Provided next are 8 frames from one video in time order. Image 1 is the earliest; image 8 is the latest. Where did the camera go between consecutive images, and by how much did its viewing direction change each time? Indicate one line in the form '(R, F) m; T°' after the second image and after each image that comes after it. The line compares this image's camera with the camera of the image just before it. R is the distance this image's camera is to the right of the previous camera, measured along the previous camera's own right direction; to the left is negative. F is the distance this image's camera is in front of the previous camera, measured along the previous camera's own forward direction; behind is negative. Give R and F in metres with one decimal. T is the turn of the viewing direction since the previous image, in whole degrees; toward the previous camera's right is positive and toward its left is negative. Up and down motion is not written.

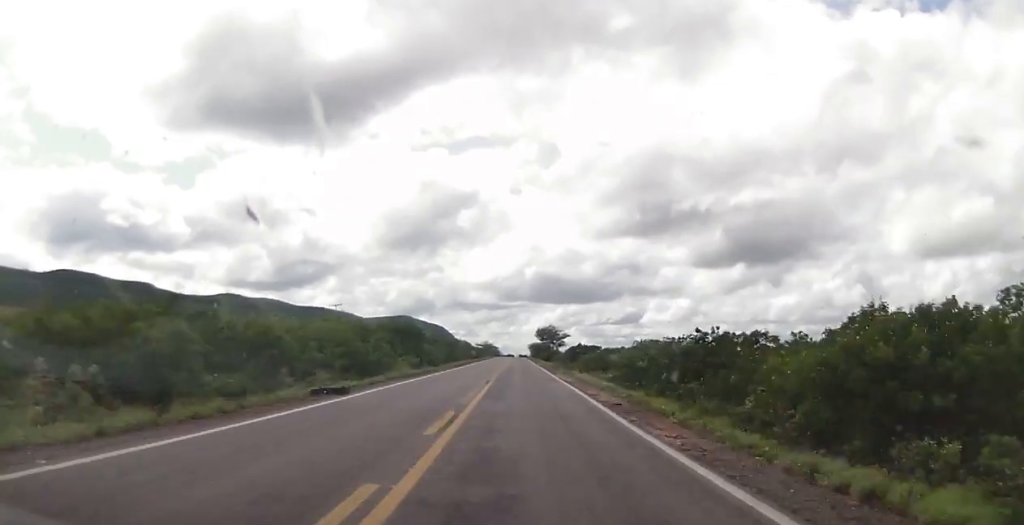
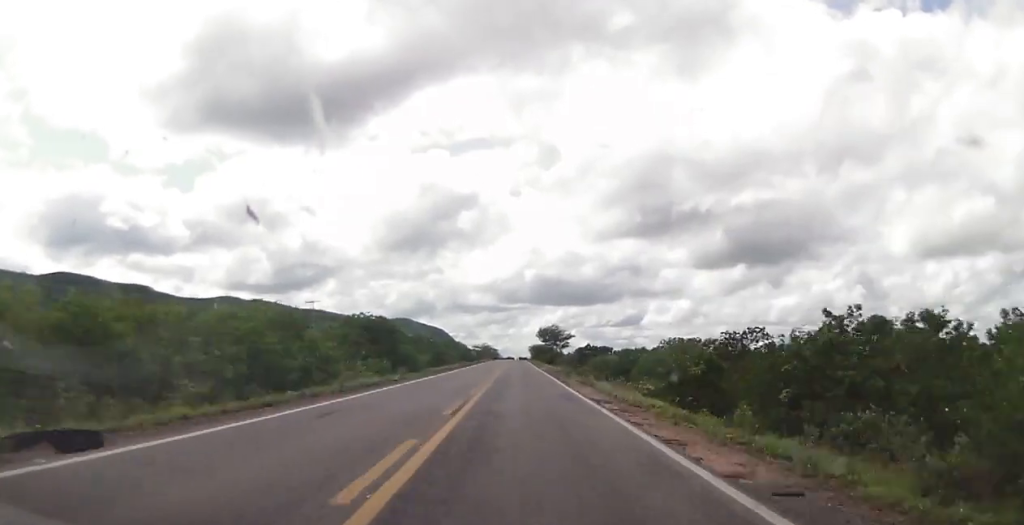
(+0.1, +11.4) m; 0°
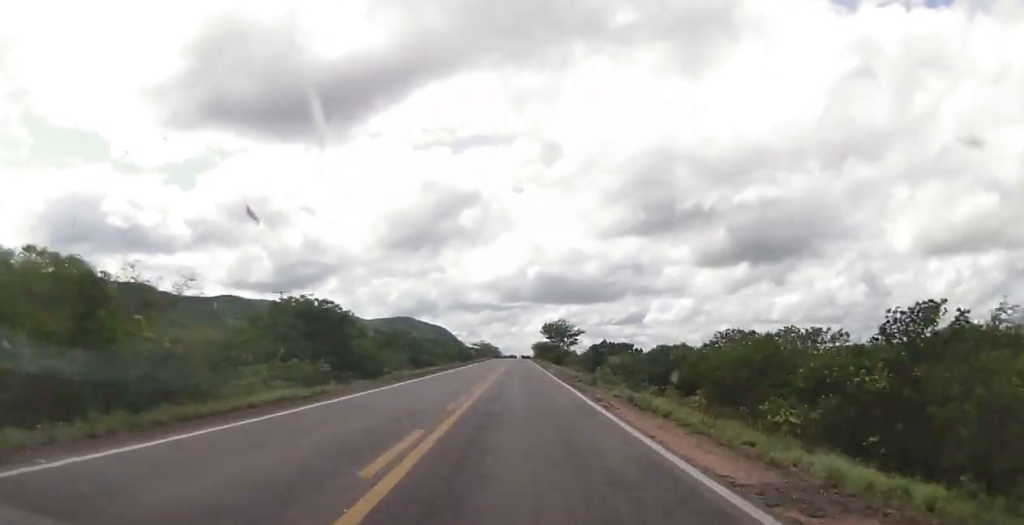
(+0.1, +13.1) m; 0°
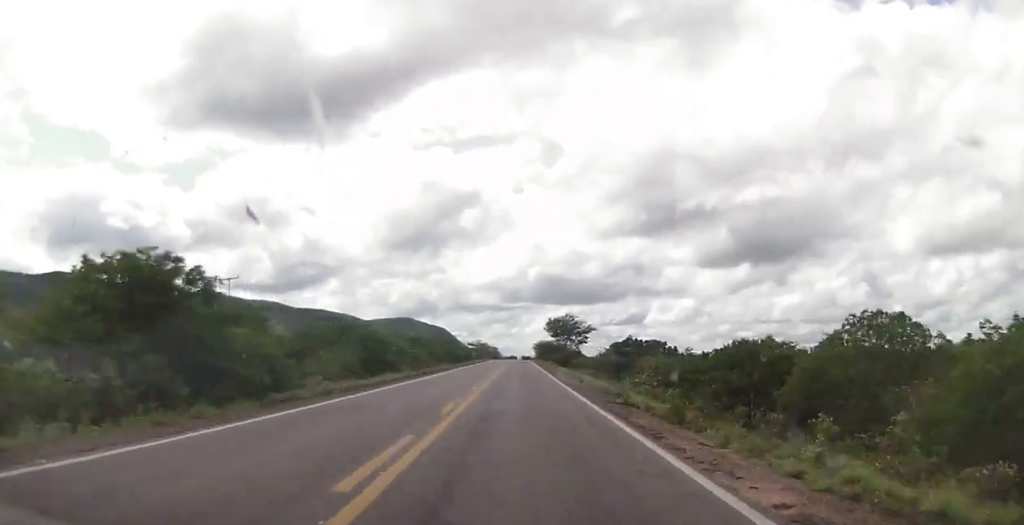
(-0.1, +13.6) m; 0°
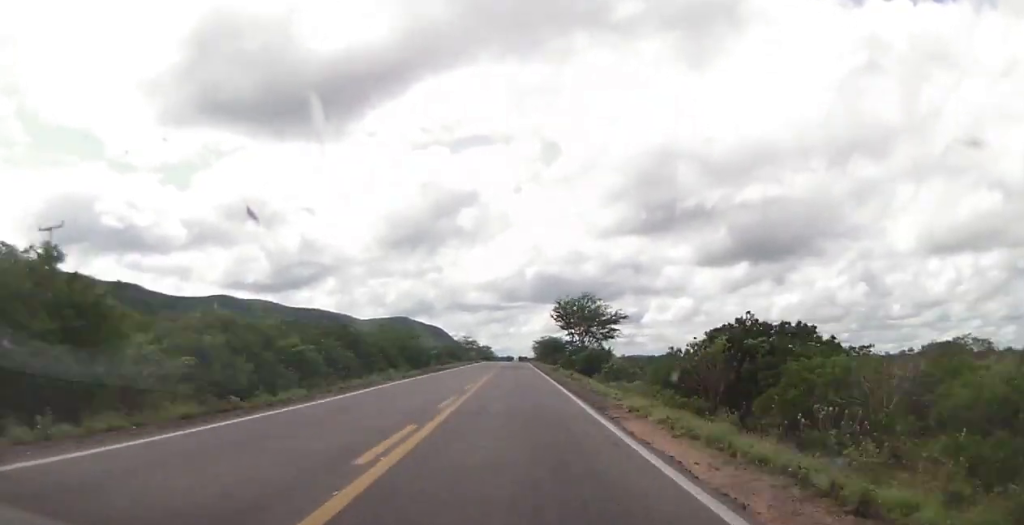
(-0.1, +24.8) m; 0°
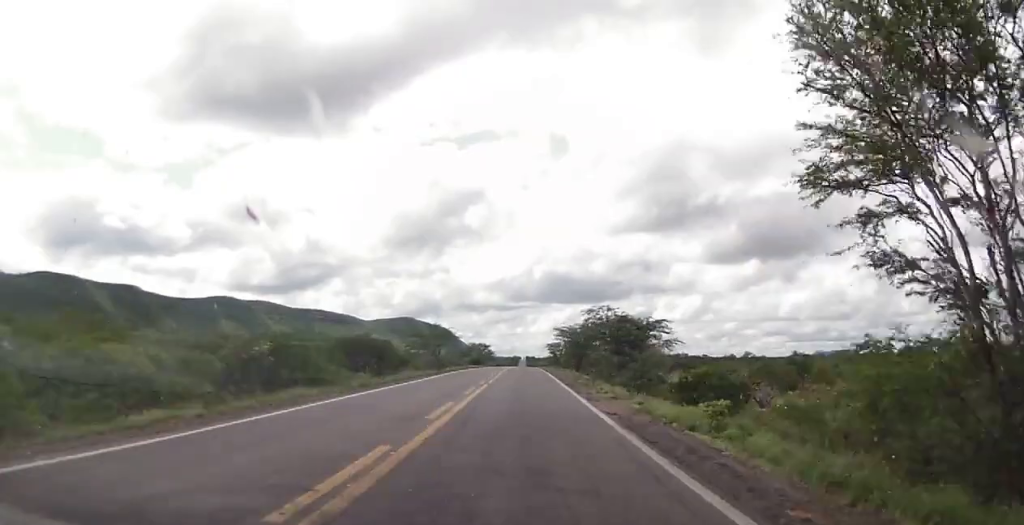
(+0.3, +52.3) m; 0°
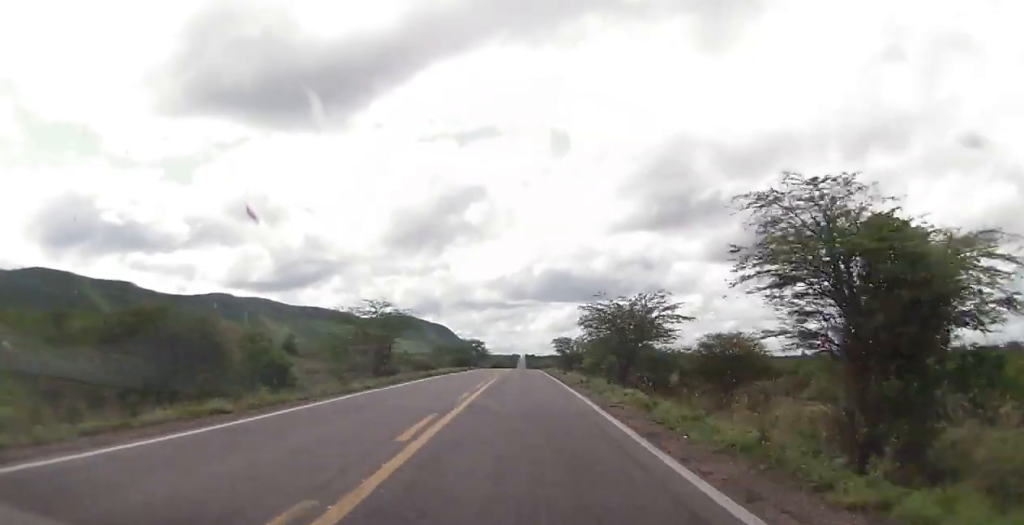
(0.0, +26.1) m; 0°
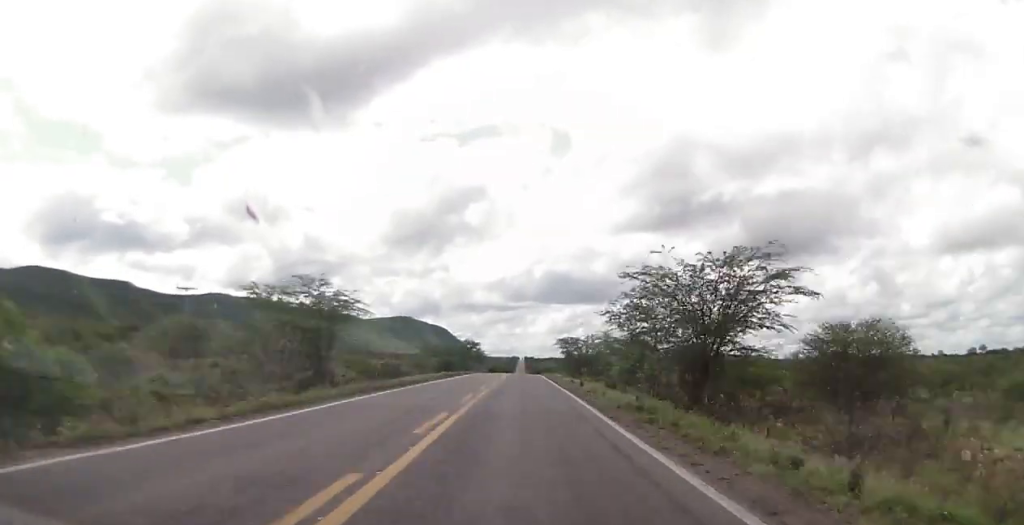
(+0.1, +14.2) m; 0°
